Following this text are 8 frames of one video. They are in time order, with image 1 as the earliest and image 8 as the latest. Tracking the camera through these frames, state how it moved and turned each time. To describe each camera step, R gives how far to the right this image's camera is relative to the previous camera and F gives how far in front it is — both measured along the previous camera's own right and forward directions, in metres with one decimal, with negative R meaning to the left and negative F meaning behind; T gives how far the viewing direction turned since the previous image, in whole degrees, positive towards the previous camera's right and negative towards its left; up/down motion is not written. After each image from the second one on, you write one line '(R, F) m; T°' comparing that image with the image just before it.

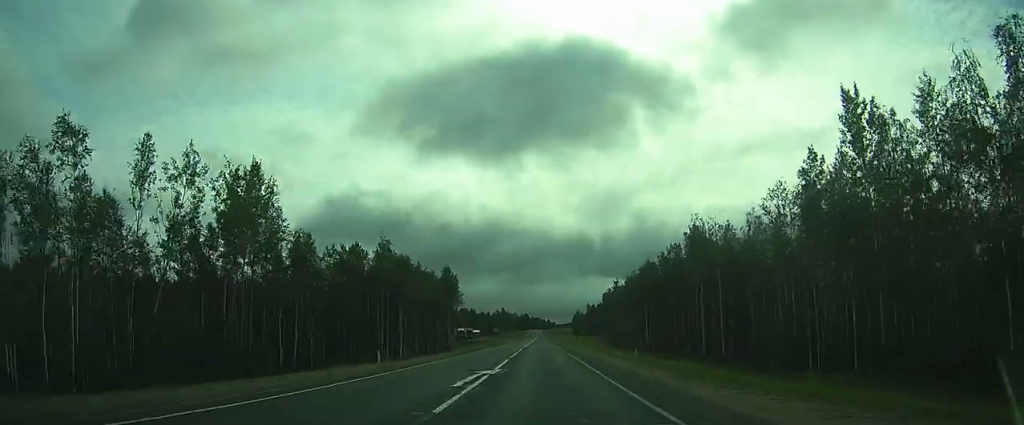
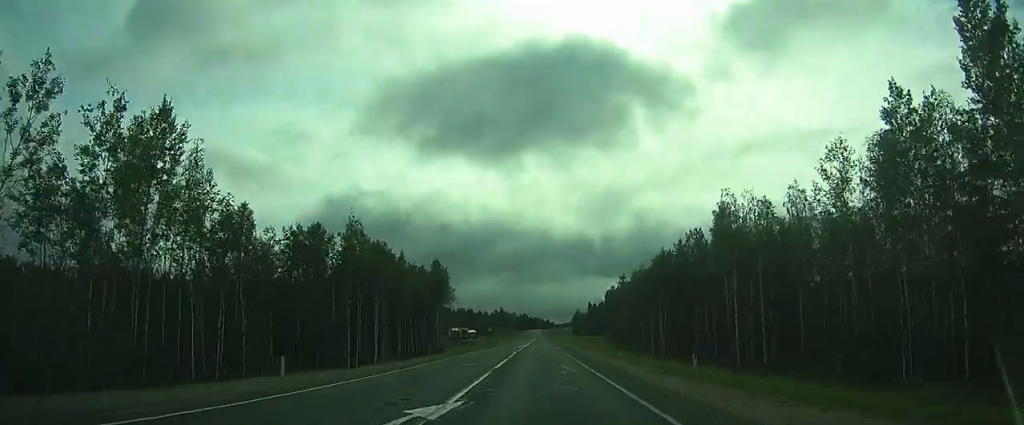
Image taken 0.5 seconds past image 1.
(-0.1, +10.2) m; 0°
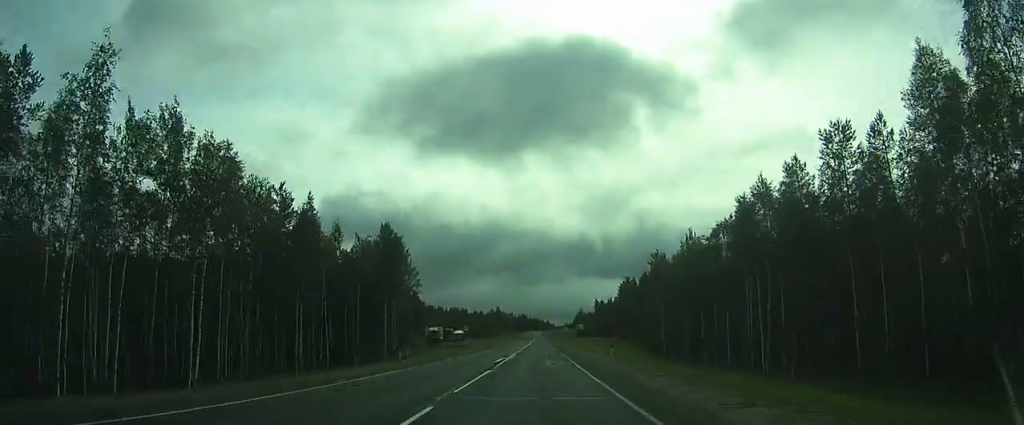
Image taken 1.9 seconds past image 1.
(-0.1, +32.1) m; 0°
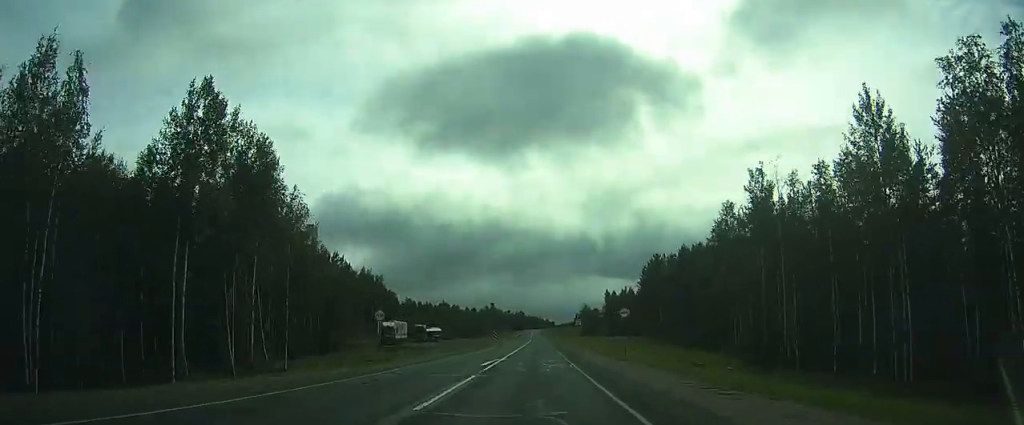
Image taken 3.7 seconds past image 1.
(-0.2, +38.2) m; -1°
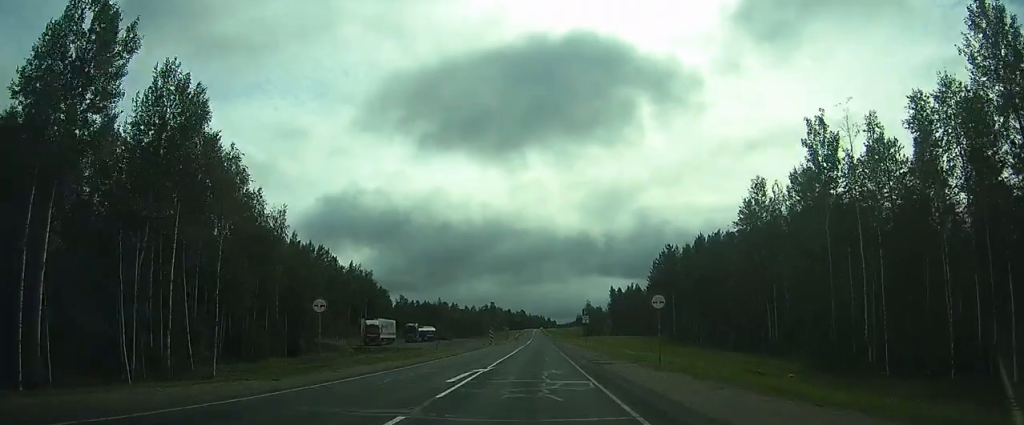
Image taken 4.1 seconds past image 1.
(0.0, +9.6) m; 0°
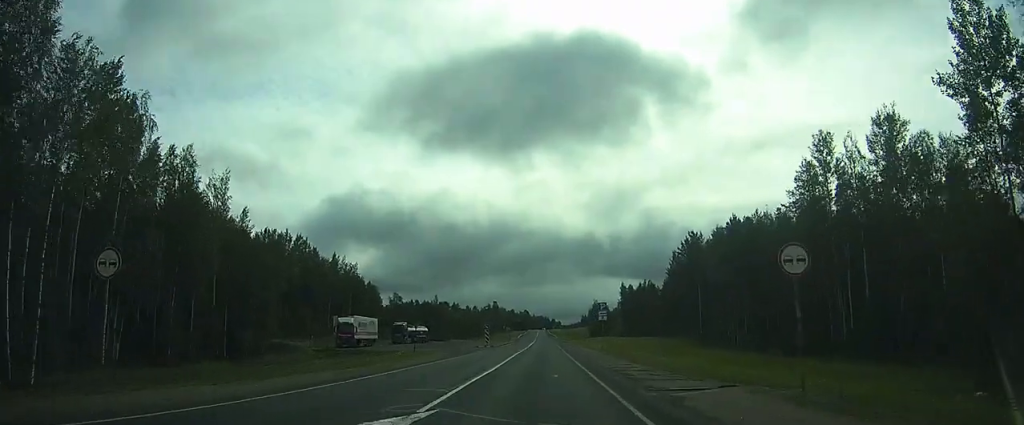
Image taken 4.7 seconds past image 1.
(-0.1, +13.3) m; 0°
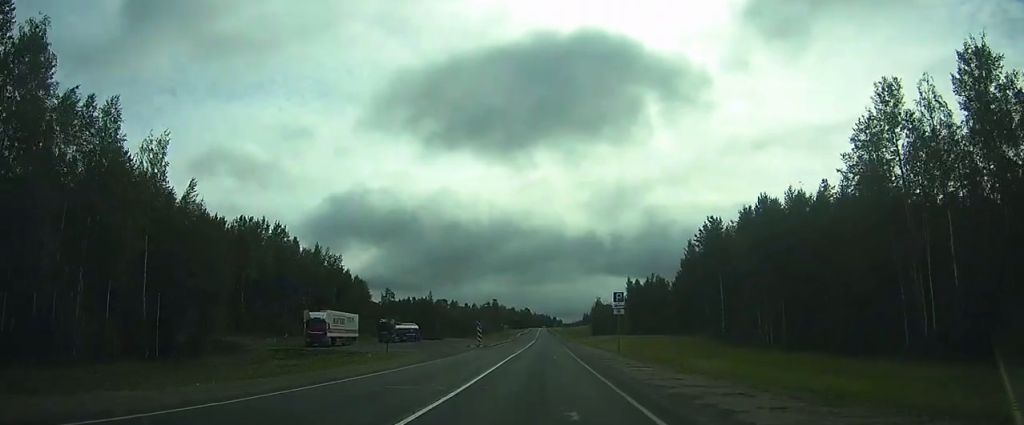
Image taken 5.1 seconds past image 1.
(0.0, +9.6) m; 0°
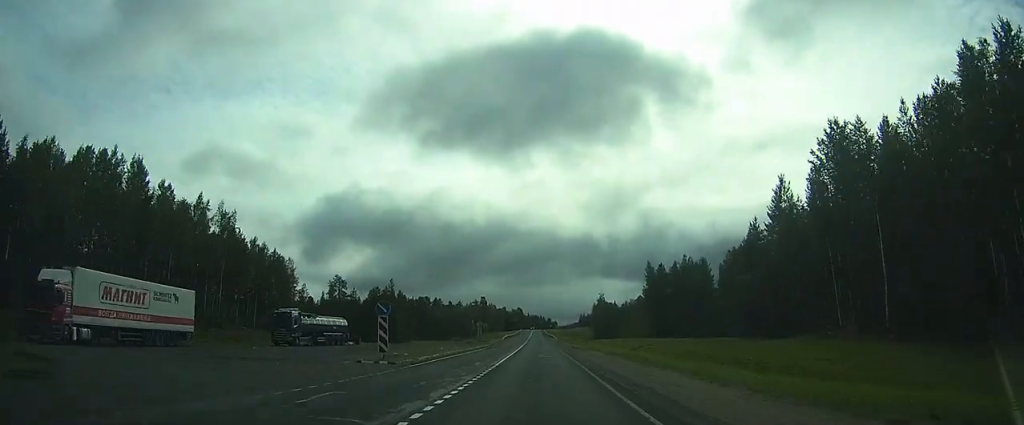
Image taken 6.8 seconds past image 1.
(0.0, +36.3) m; 0°
